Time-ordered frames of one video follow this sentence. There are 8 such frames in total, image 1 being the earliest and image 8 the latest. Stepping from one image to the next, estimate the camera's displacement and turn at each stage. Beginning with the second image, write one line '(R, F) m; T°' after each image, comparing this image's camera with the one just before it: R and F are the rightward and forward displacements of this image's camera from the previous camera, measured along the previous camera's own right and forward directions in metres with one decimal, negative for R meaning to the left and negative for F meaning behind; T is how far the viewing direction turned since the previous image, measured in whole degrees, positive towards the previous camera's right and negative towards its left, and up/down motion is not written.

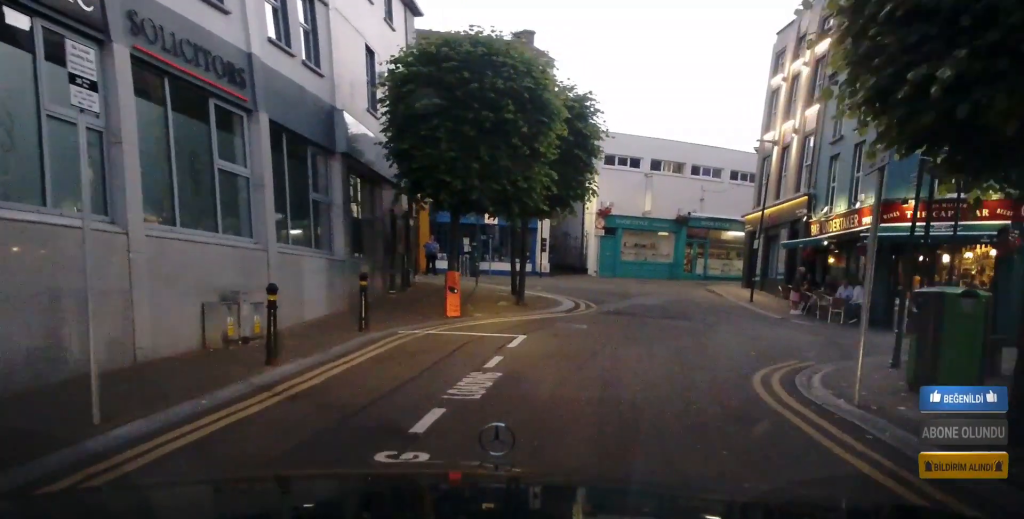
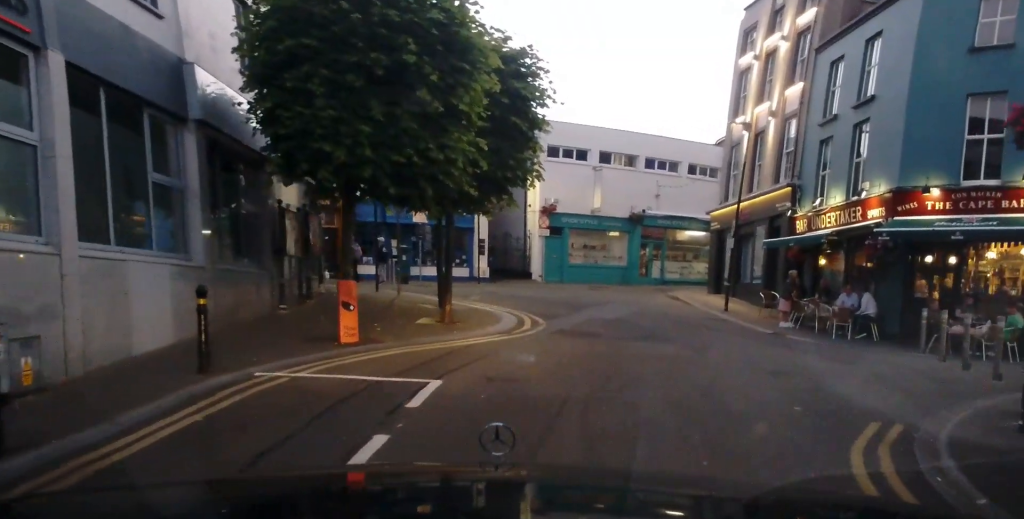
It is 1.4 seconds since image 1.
(+0.2, +4.6) m; +6°
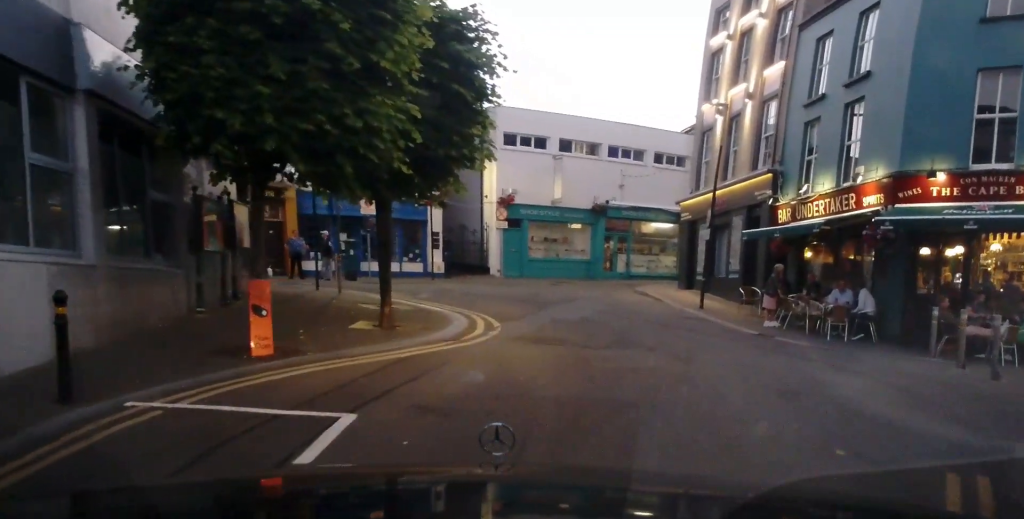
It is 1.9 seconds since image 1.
(-0.3, +2.0) m; +5°
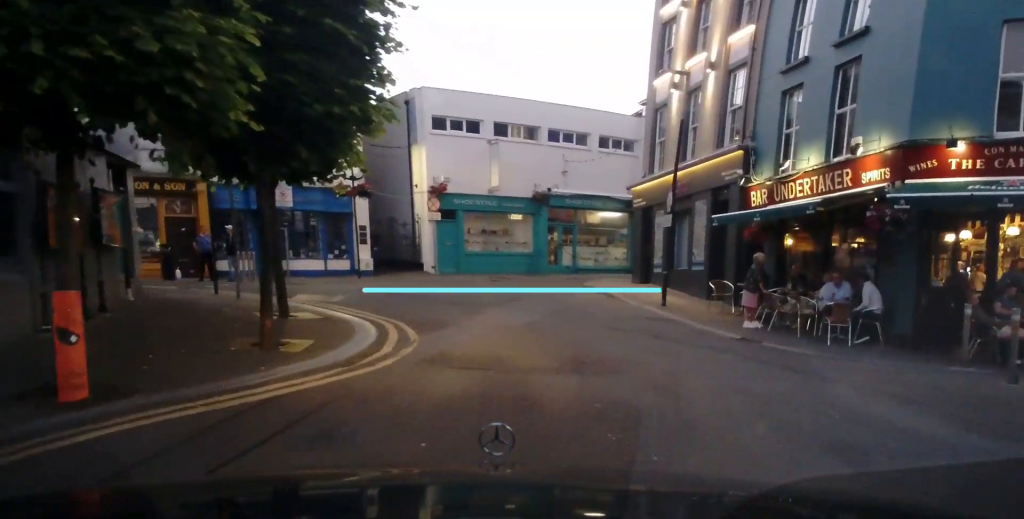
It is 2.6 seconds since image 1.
(+0.7, +3.2) m; +5°
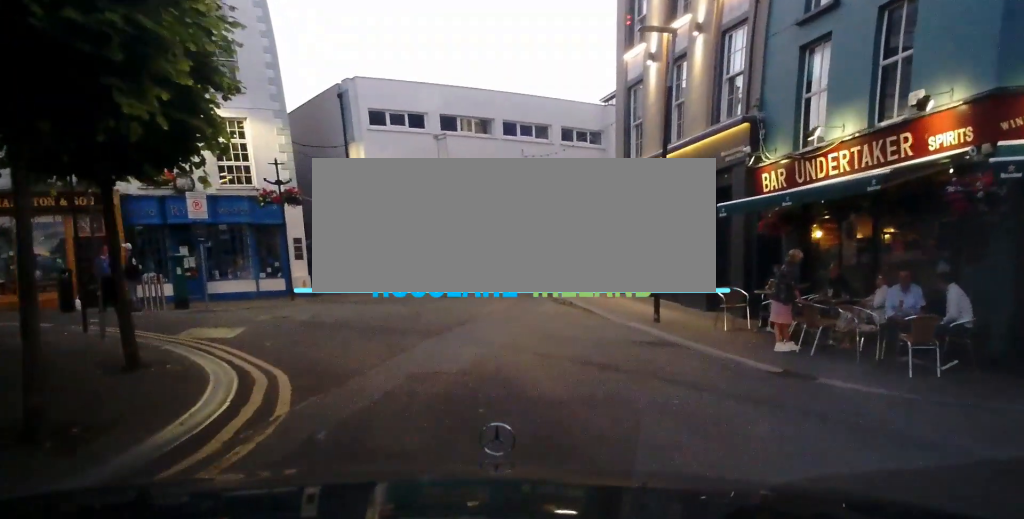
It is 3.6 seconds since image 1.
(-0.1, +4.3) m; -3°
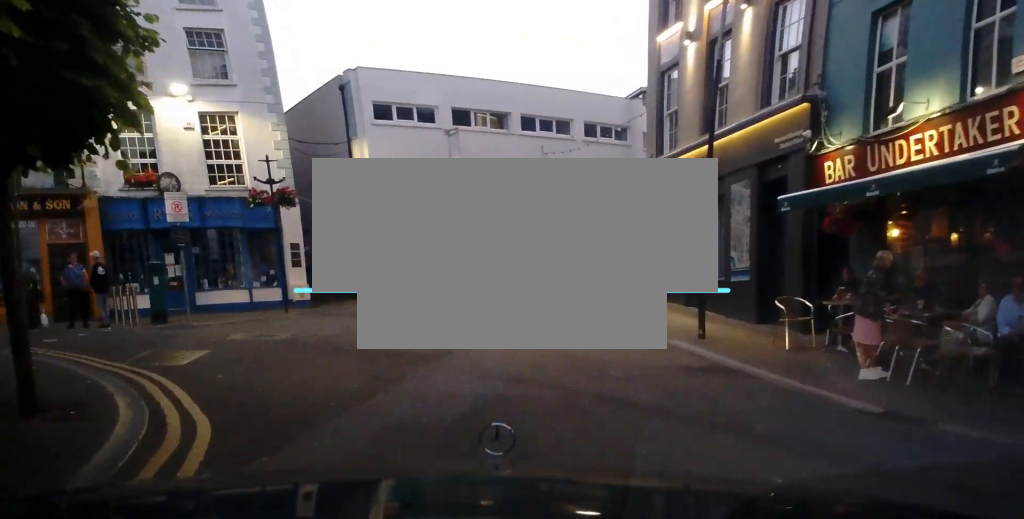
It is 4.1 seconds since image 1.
(-0.1, +2.4) m; -4°
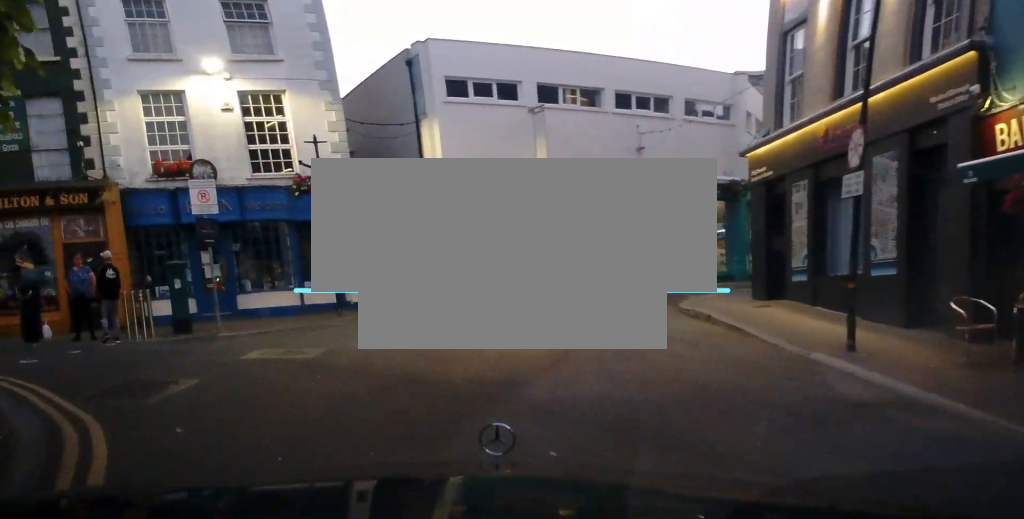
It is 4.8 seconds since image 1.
(+0.1, +2.9) m; -5°
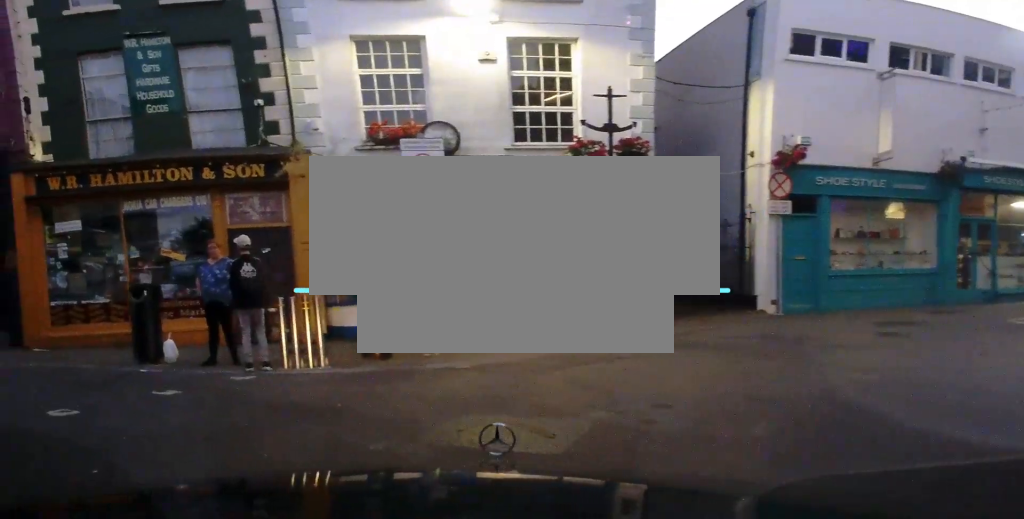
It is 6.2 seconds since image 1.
(-0.9, +5.0) m; -20°
